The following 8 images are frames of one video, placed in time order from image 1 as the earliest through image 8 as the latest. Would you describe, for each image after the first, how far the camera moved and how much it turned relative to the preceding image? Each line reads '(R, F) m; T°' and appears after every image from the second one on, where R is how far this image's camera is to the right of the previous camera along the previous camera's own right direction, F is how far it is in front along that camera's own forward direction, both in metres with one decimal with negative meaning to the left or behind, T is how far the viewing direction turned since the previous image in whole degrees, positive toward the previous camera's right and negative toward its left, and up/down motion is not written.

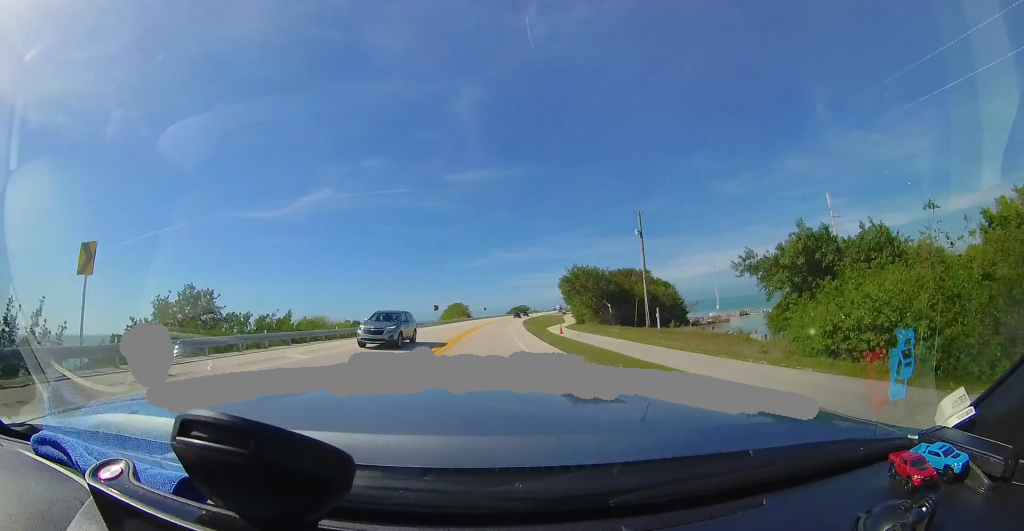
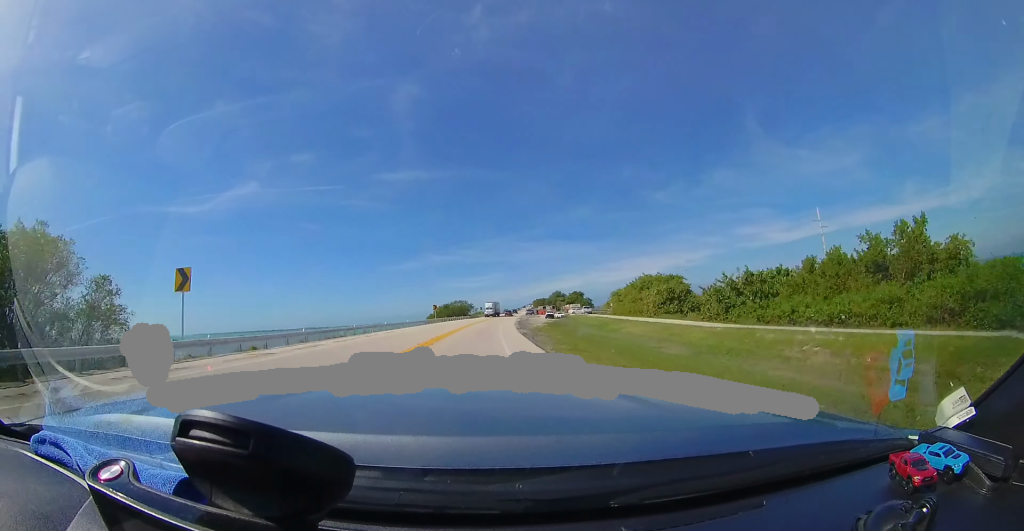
(+8.6, +90.6) m; +10°
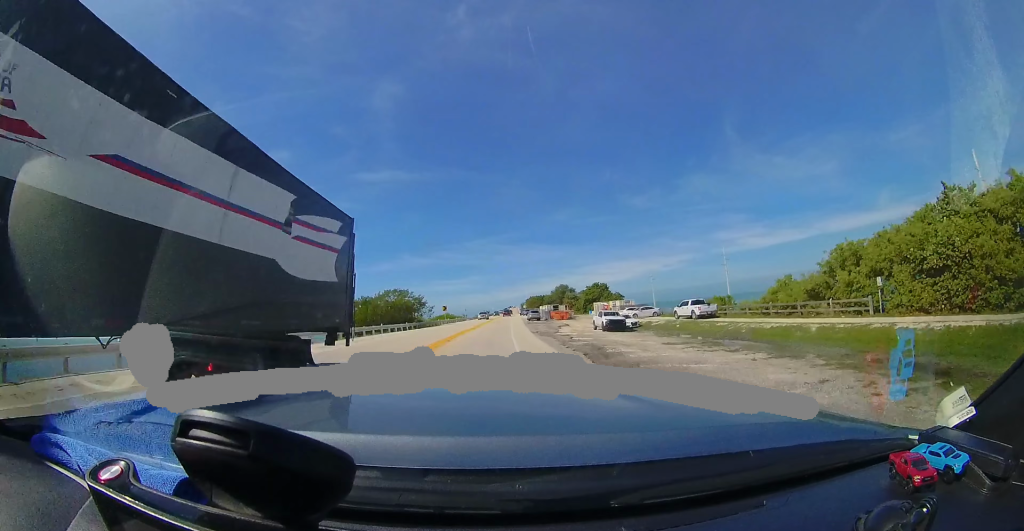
(+1.8, +49.1) m; +5°
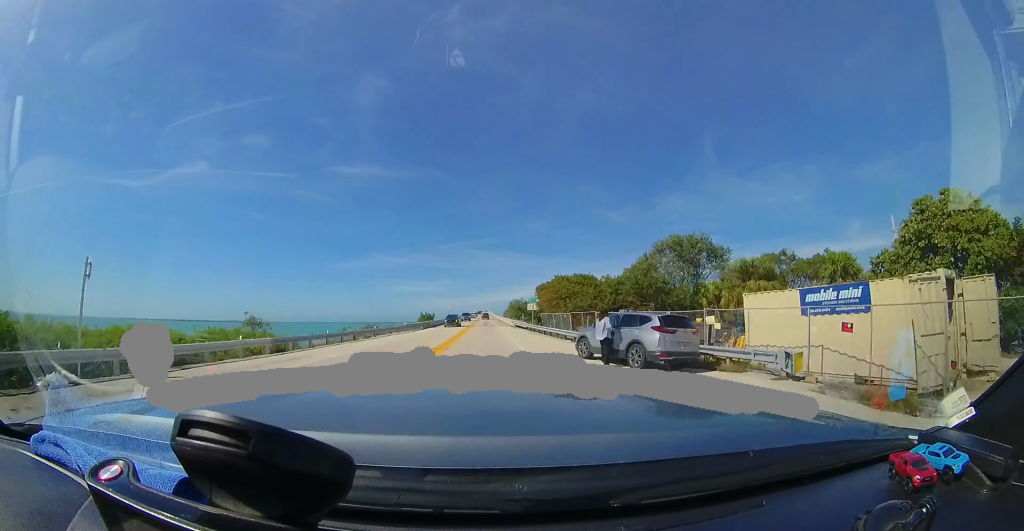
(+4.3, +77.5) m; +3°
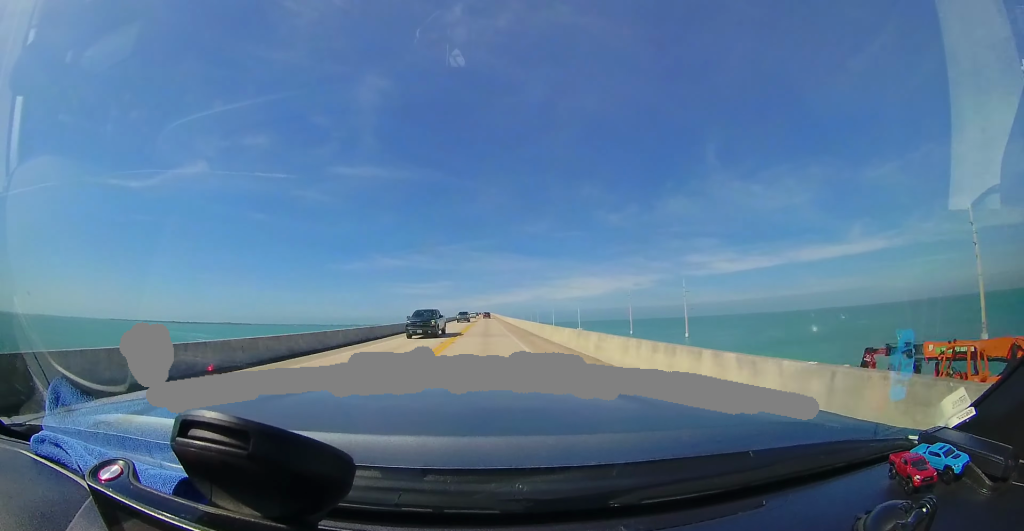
(+1.1, +92.0) m; +1°
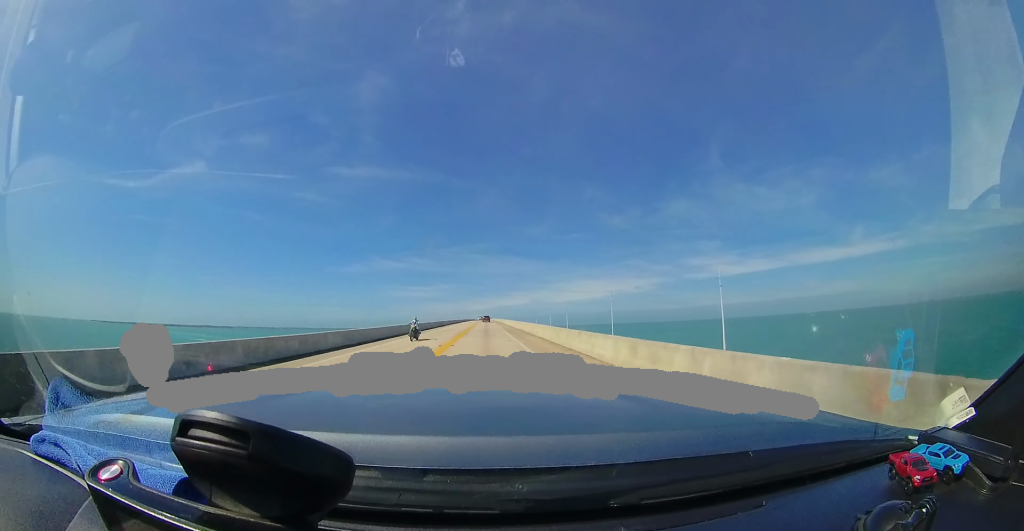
(-0.6, +194.8) m; 0°
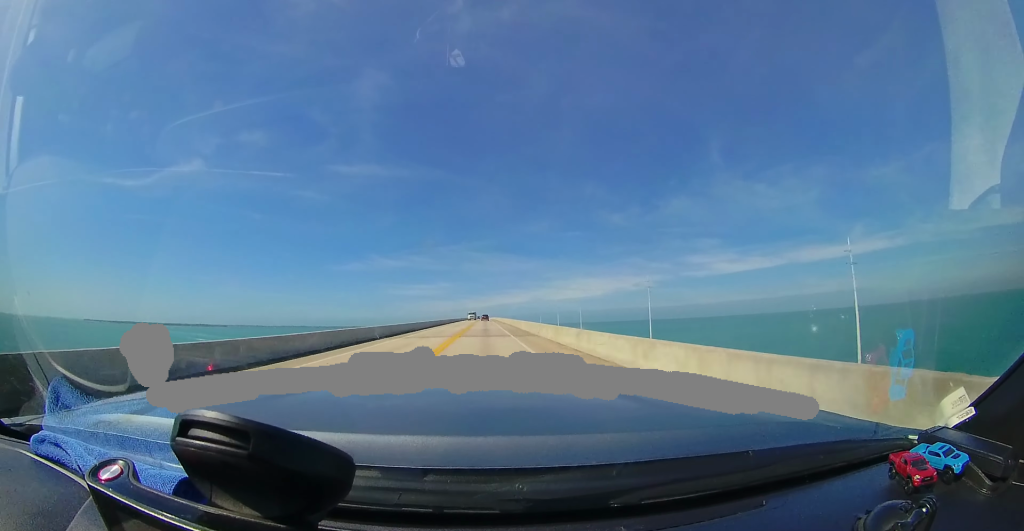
(+0.1, +53.2) m; 0°
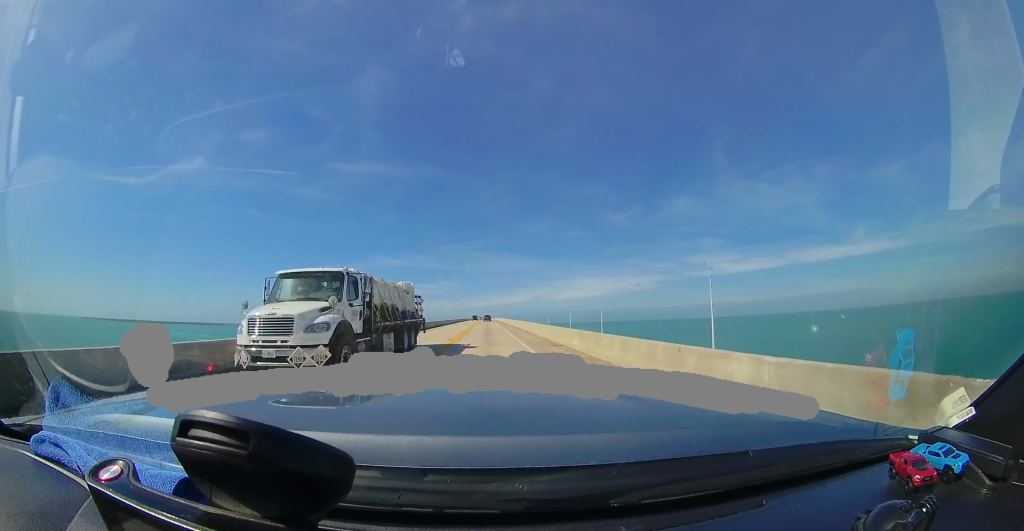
(+0.2, +47.1) m; 0°
